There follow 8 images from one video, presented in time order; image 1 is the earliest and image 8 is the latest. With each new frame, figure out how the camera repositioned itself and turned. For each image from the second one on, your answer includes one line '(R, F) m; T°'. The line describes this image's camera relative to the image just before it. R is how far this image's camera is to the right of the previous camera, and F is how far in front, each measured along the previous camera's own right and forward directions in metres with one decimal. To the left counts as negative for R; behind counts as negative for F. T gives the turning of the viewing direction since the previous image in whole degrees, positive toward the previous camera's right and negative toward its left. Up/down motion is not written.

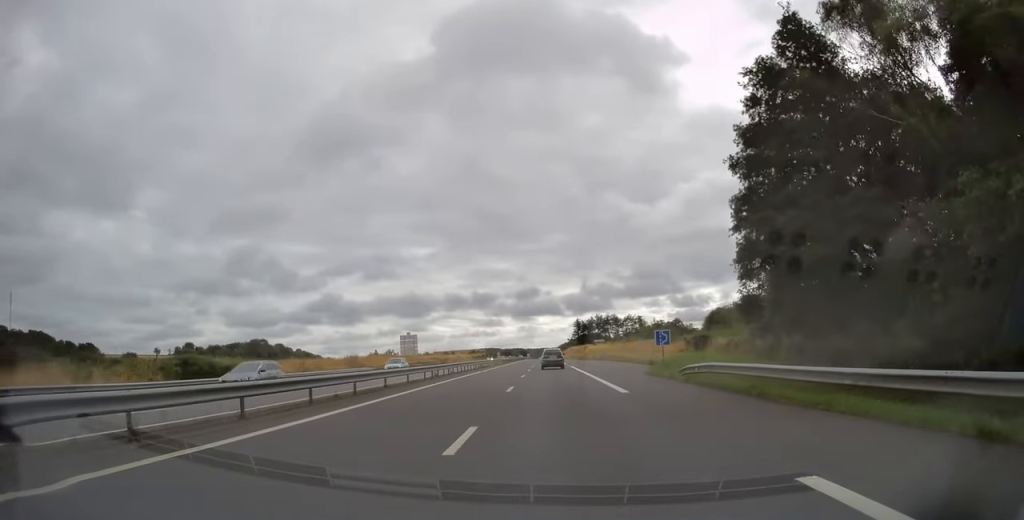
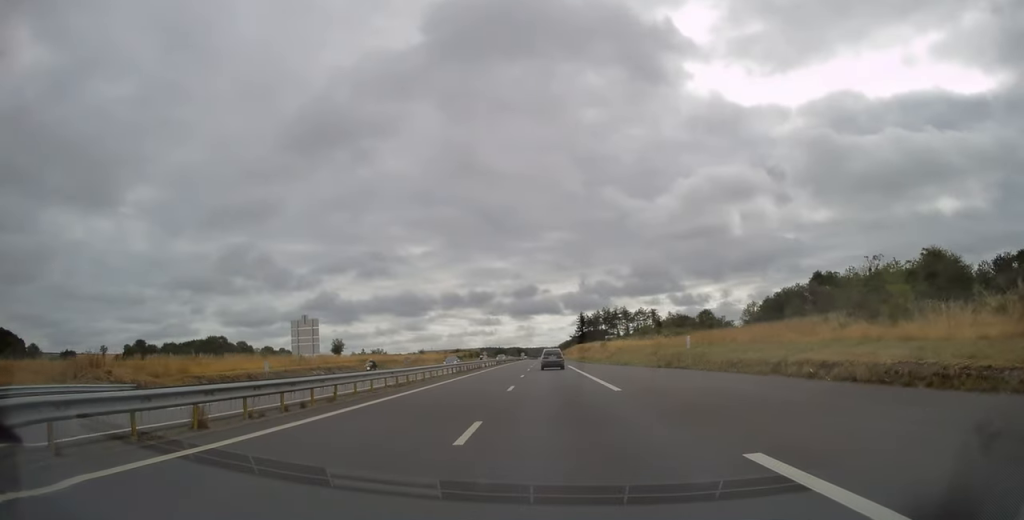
(+0.6, +49.7) m; +1°
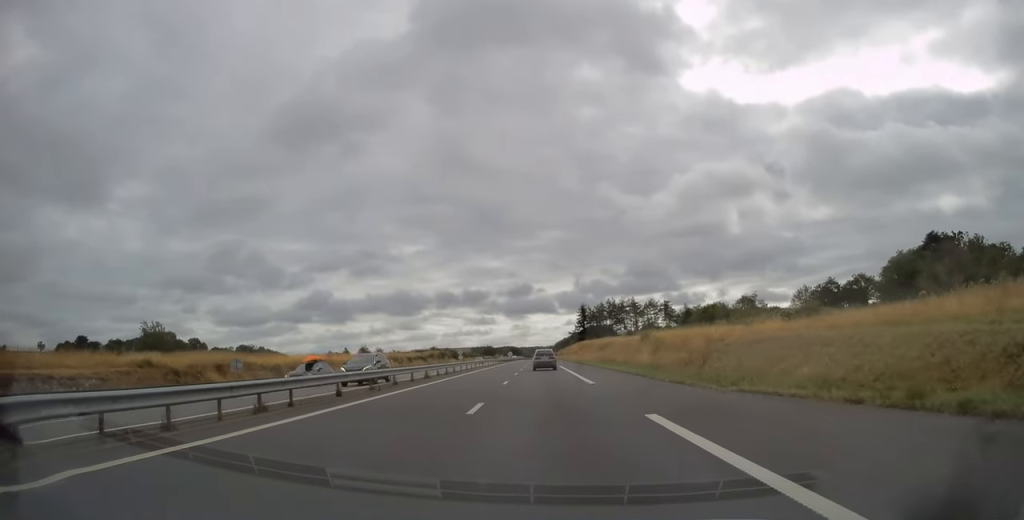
(-0.2, +46.2) m; 0°
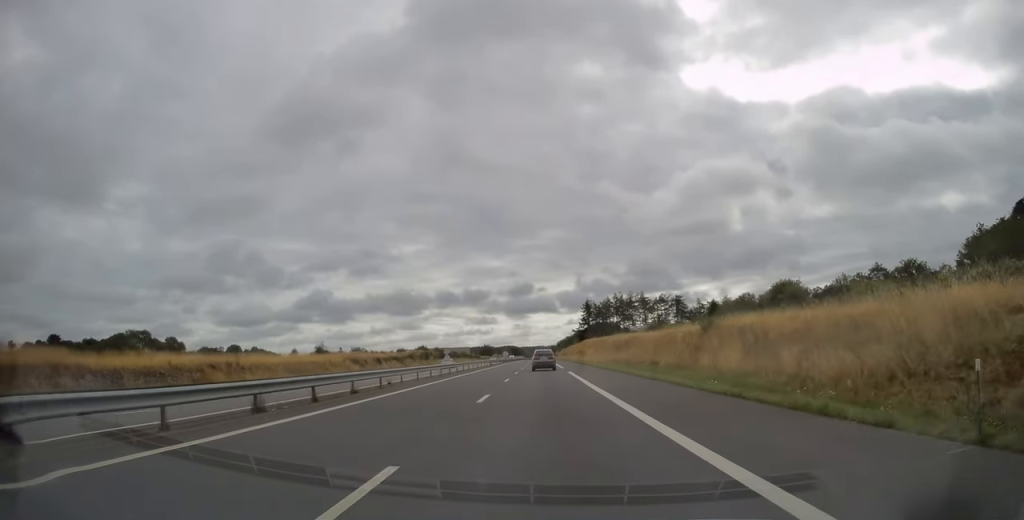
(0.0, +21.9) m; 0°
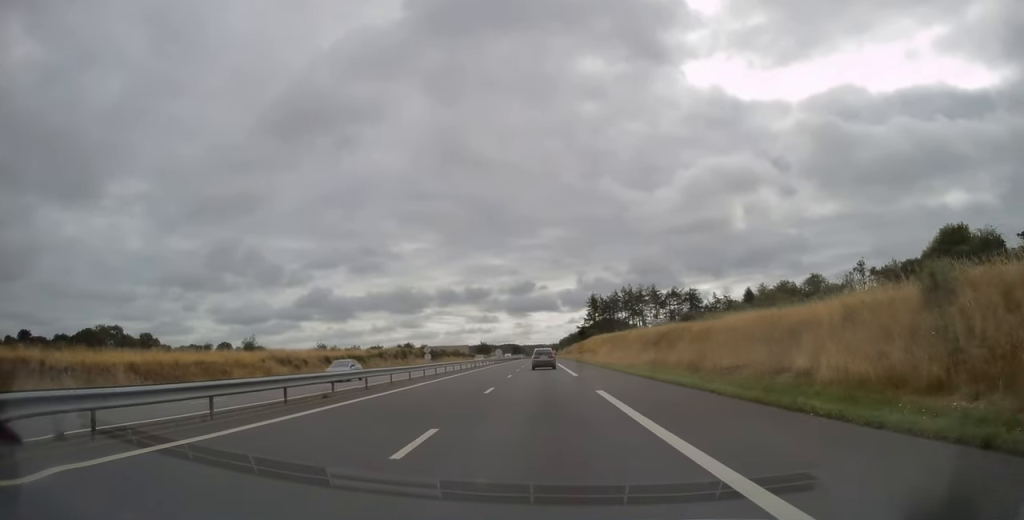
(-0.3, +21.9) m; 0°
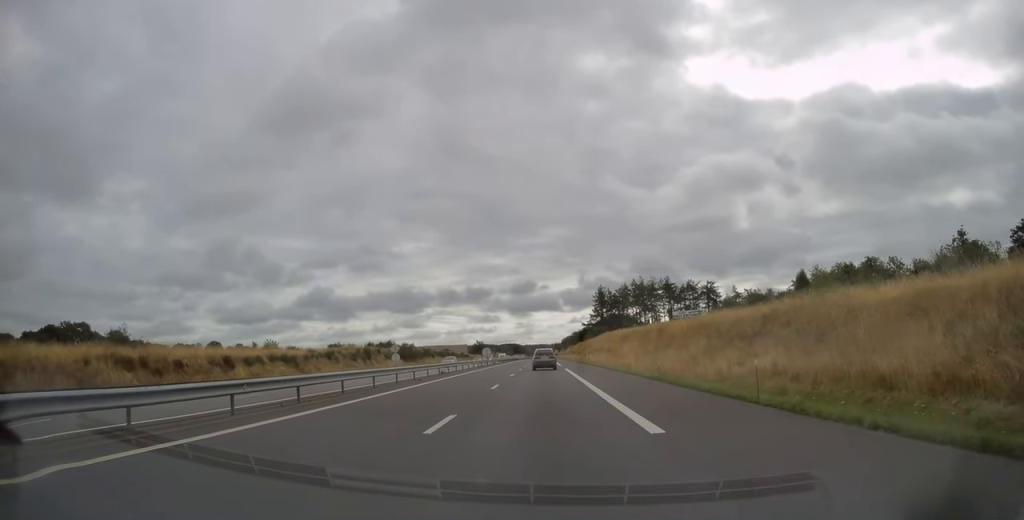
(+0.4, +23.0) m; 0°
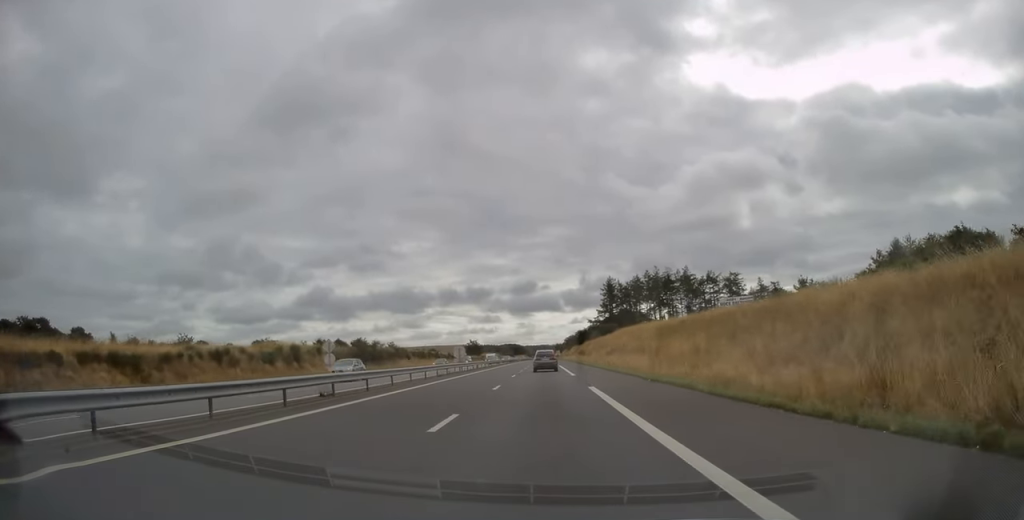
(-0.2, +25.0) m; -1°
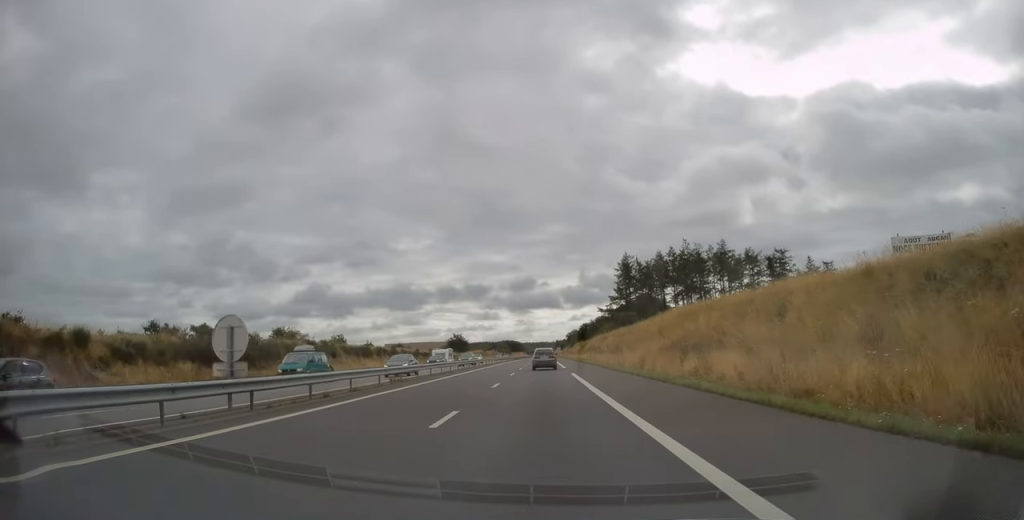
(-0.2, +37.8) m; 0°
